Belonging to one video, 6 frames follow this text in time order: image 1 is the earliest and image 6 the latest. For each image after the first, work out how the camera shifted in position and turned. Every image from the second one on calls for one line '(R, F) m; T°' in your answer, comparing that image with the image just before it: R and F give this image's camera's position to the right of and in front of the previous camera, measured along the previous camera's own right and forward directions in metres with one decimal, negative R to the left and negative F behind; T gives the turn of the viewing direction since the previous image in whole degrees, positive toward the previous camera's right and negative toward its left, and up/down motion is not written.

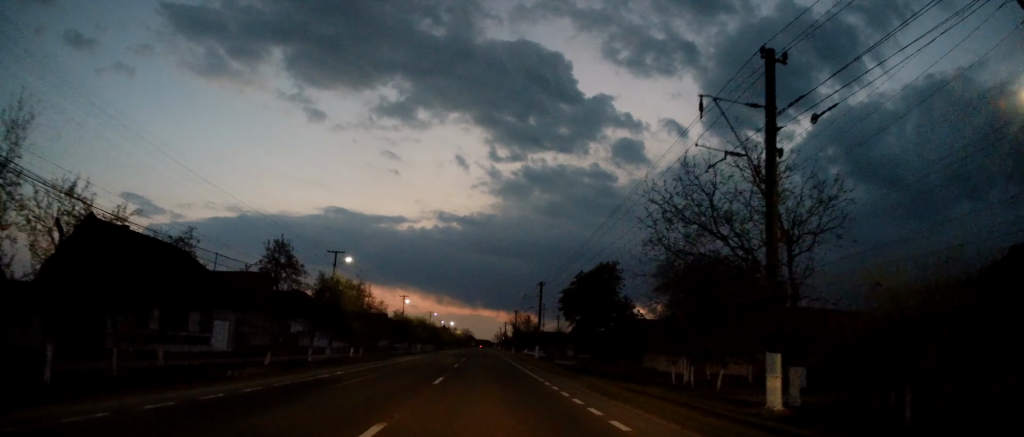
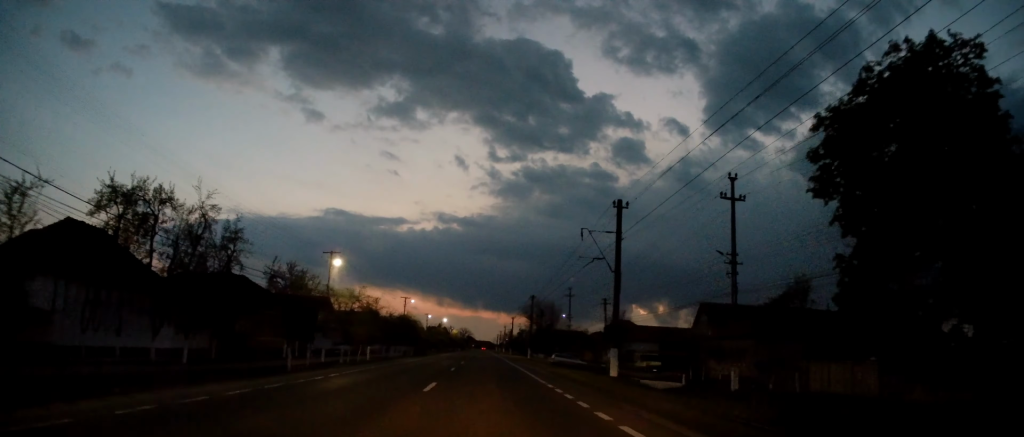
(+0.1, +37.2) m; -1°
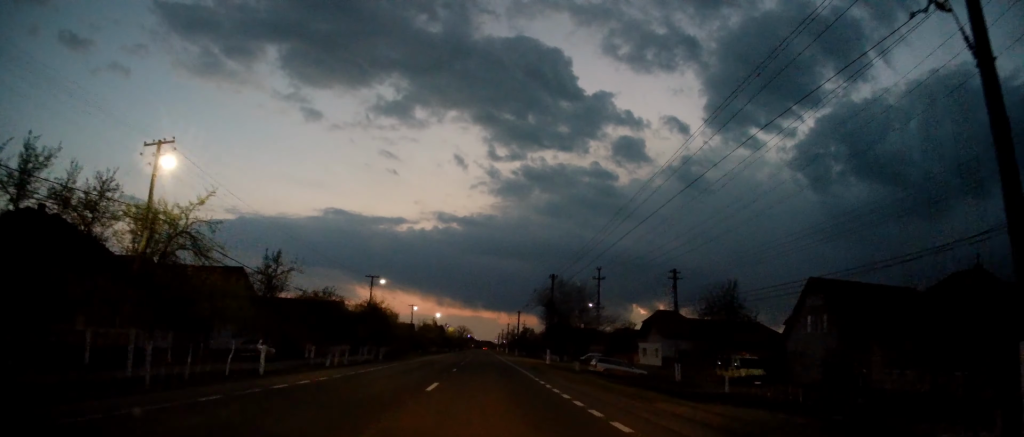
(-0.1, +22.6) m; 0°
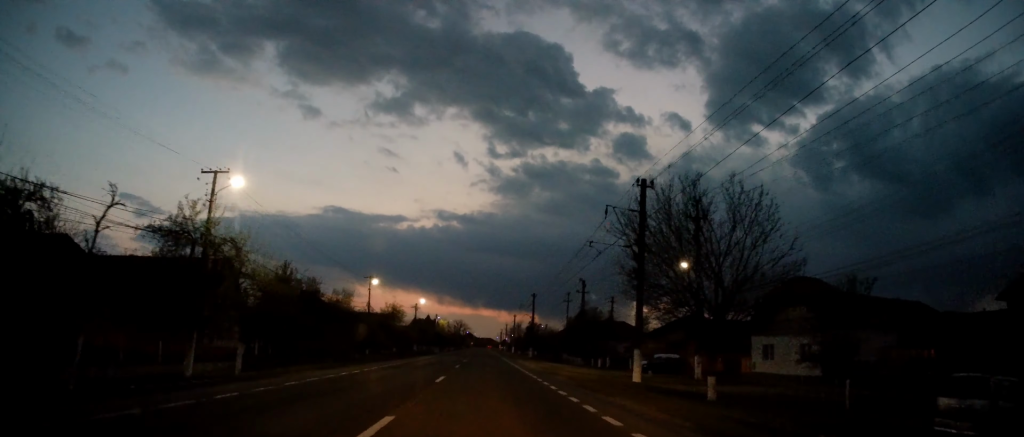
(0.0, +32.0) m; 0°
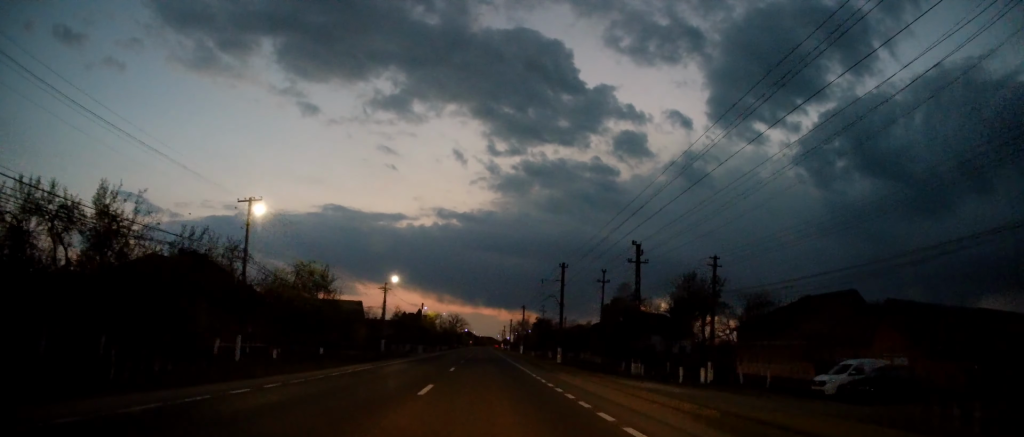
(0.0, +28.1) m; 0°
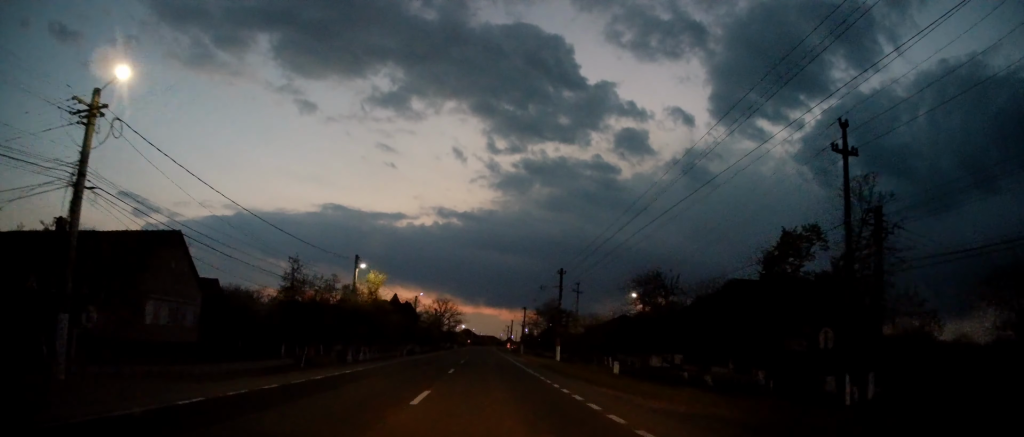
(+0.3, +48.4) m; +1°
